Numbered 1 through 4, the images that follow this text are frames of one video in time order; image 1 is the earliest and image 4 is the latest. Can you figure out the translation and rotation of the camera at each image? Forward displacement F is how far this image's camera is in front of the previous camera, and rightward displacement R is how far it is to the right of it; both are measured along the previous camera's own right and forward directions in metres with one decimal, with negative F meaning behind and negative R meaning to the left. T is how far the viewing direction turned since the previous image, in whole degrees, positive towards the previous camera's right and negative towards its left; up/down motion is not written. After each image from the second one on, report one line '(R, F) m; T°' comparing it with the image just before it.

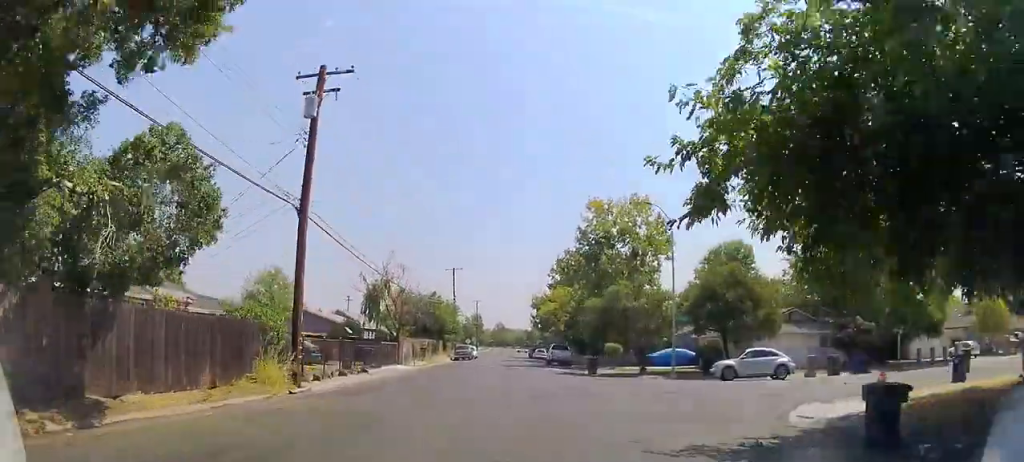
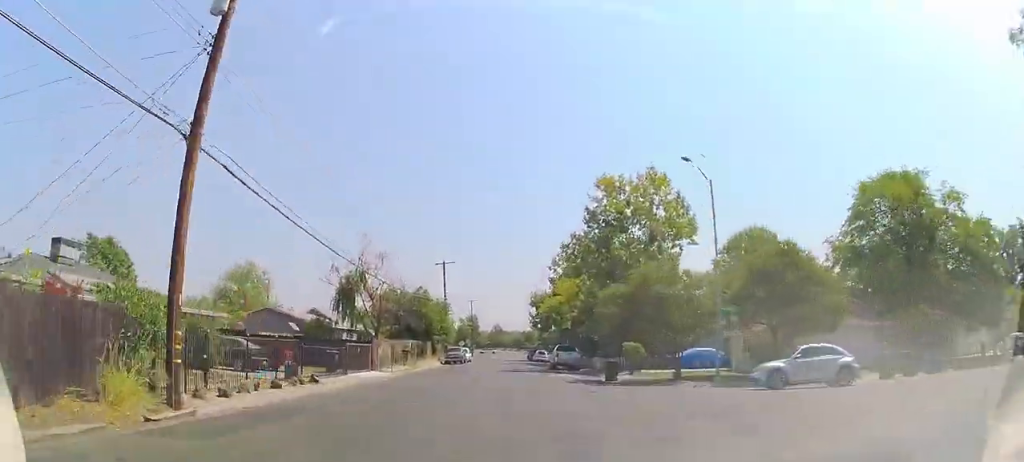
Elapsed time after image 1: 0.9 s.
(0.0, +7.1) m; +3°
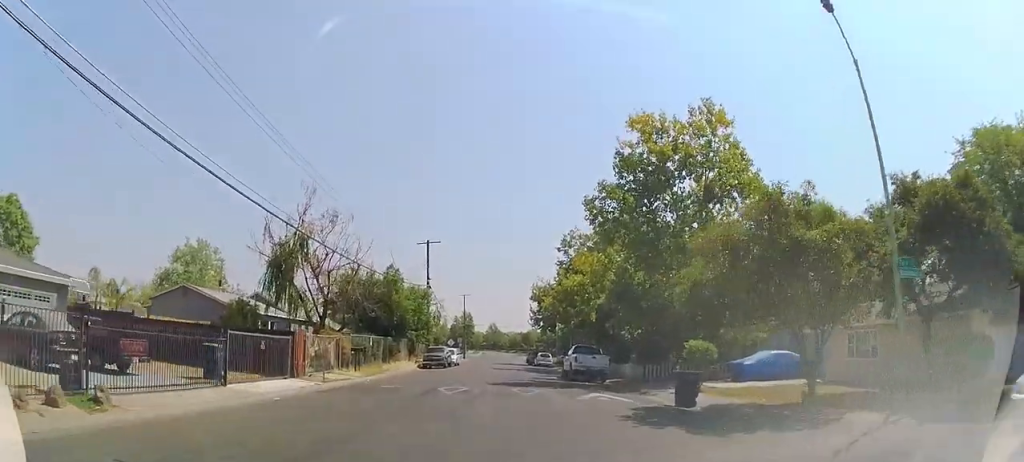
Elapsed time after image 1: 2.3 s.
(+0.6, +12.0) m; +1°
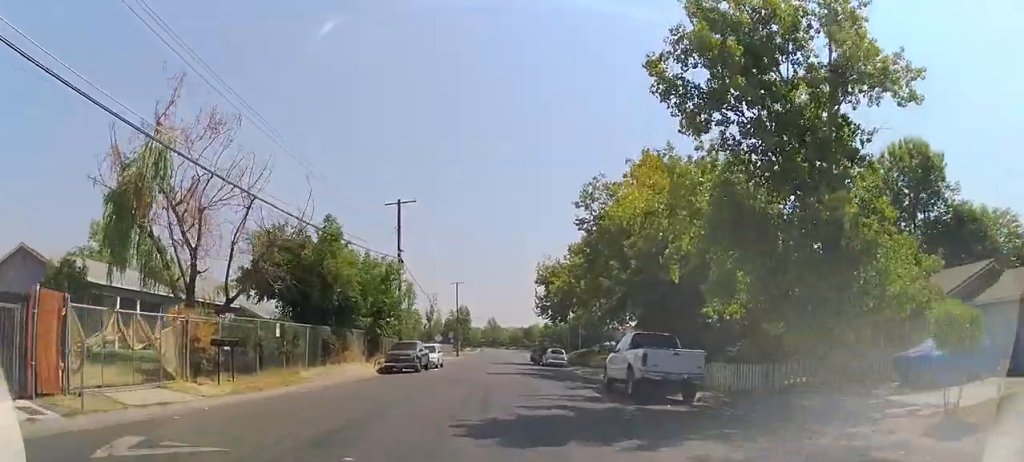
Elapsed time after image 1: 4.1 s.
(-0.8, +13.8) m; -3°
